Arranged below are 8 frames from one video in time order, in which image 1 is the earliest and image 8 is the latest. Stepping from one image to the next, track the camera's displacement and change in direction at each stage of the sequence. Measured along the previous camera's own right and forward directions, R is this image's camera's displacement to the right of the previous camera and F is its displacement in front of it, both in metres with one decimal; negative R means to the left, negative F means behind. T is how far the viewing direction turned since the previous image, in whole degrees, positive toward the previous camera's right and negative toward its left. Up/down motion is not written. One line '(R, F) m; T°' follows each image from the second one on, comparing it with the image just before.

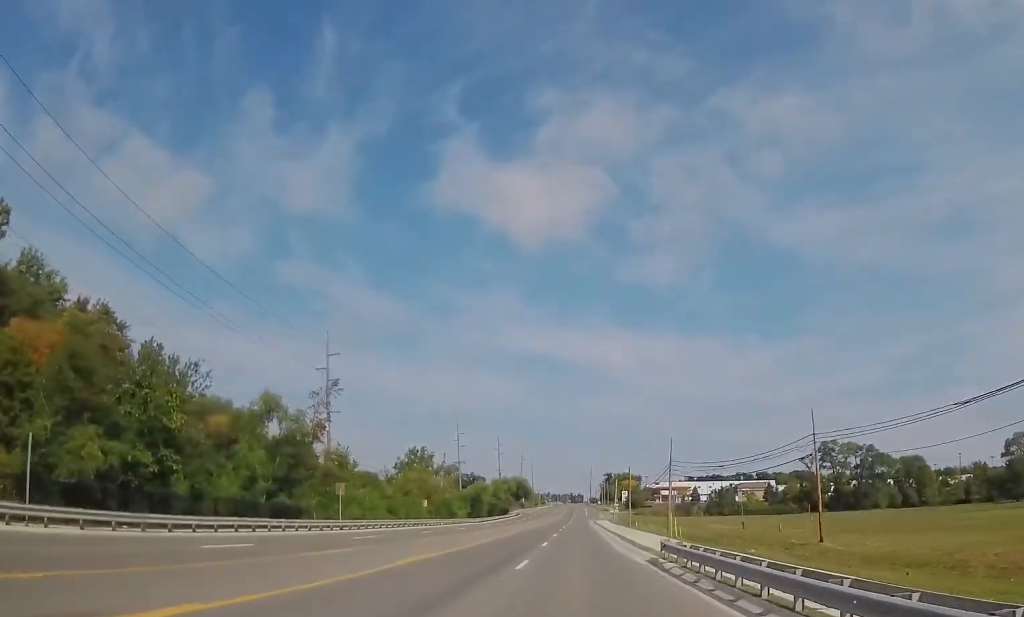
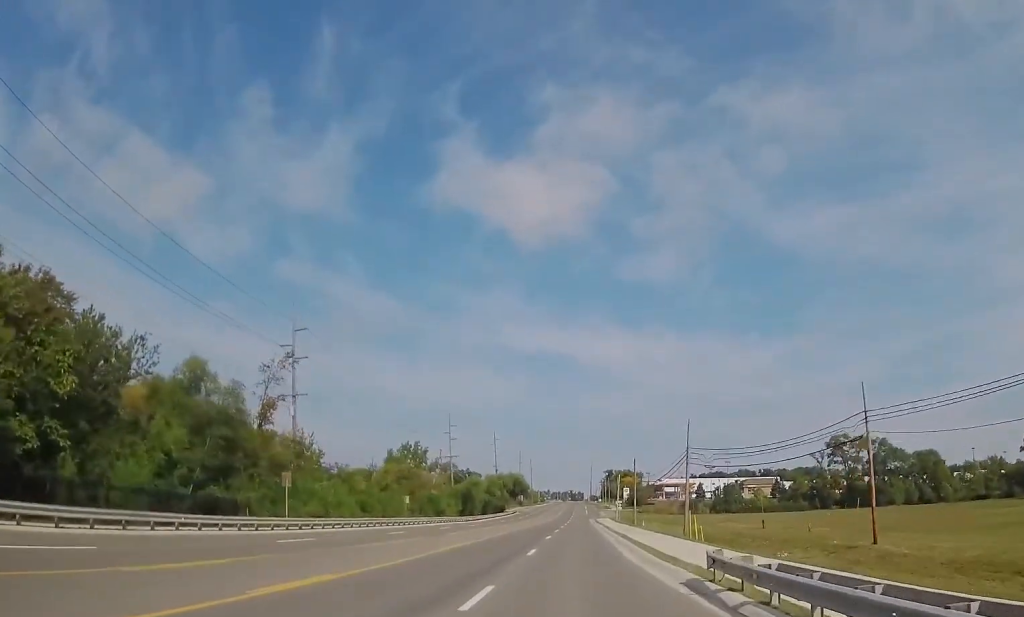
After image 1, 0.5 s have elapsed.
(0.0, +9.7) m; 0°
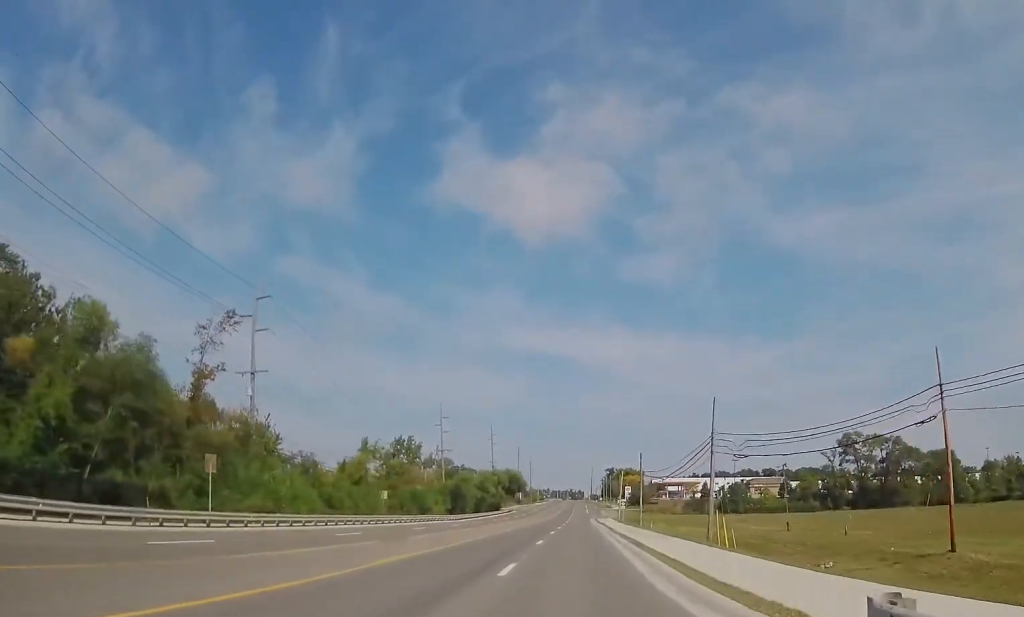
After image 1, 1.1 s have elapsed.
(0.0, +9.3) m; -1°
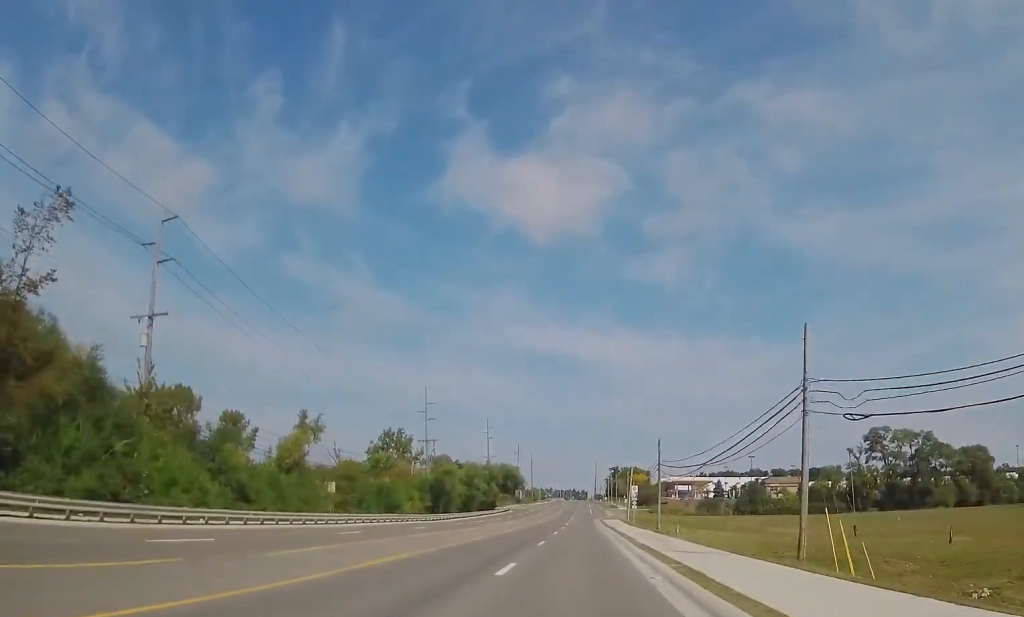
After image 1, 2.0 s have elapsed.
(-0.2, +16.1) m; 0°
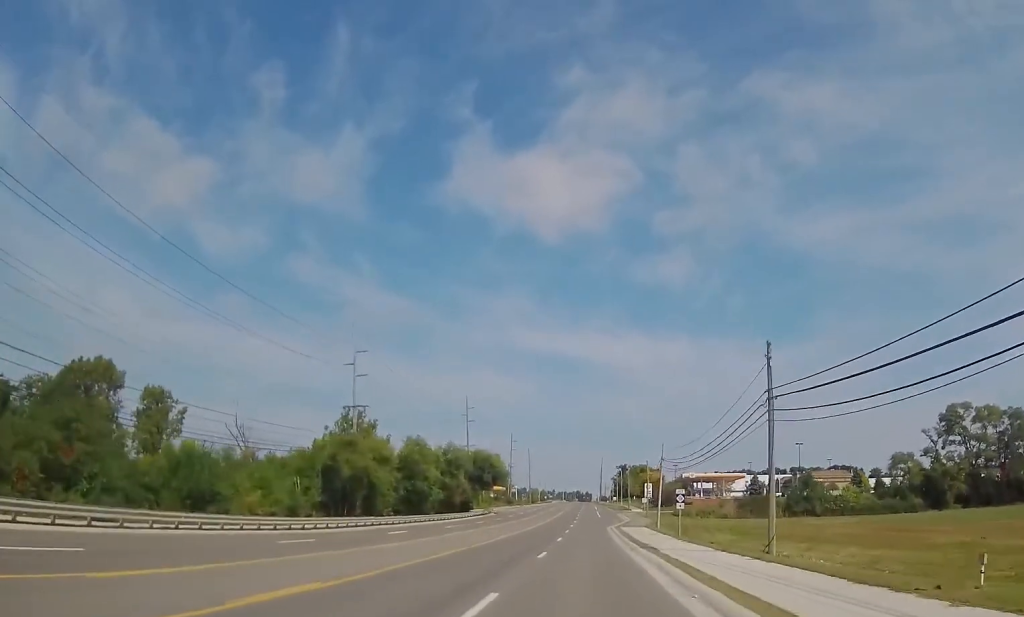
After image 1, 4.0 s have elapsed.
(+0.9, +37.5) m; +2°
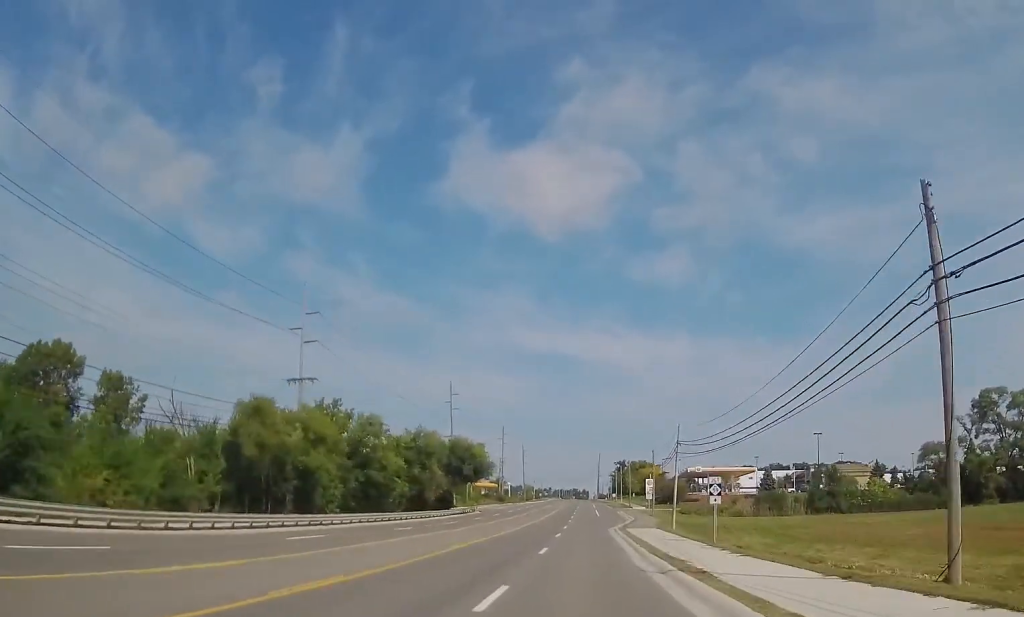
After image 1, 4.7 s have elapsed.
(+0.1, +14.0) m; -1°
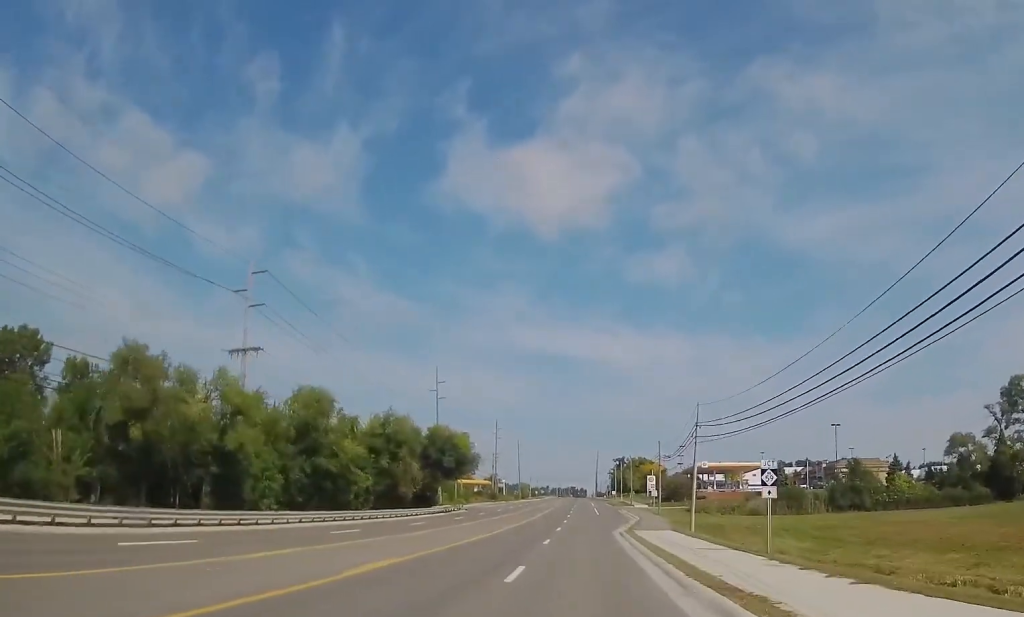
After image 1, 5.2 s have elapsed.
(0.0, +10.7) m; -2°
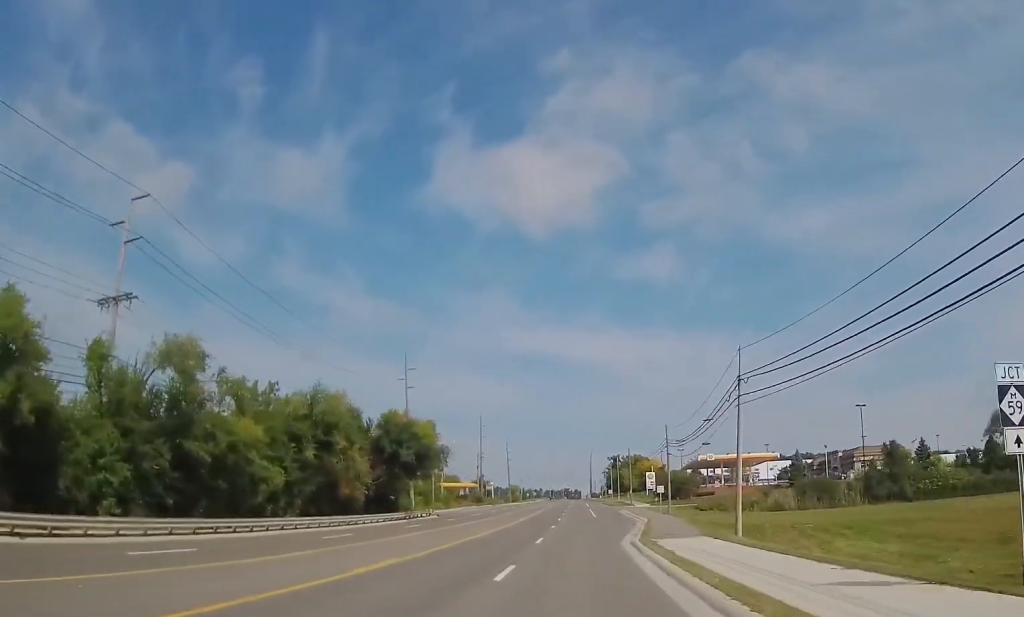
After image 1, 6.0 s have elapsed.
(-0.5, +15.4) m; -1°
